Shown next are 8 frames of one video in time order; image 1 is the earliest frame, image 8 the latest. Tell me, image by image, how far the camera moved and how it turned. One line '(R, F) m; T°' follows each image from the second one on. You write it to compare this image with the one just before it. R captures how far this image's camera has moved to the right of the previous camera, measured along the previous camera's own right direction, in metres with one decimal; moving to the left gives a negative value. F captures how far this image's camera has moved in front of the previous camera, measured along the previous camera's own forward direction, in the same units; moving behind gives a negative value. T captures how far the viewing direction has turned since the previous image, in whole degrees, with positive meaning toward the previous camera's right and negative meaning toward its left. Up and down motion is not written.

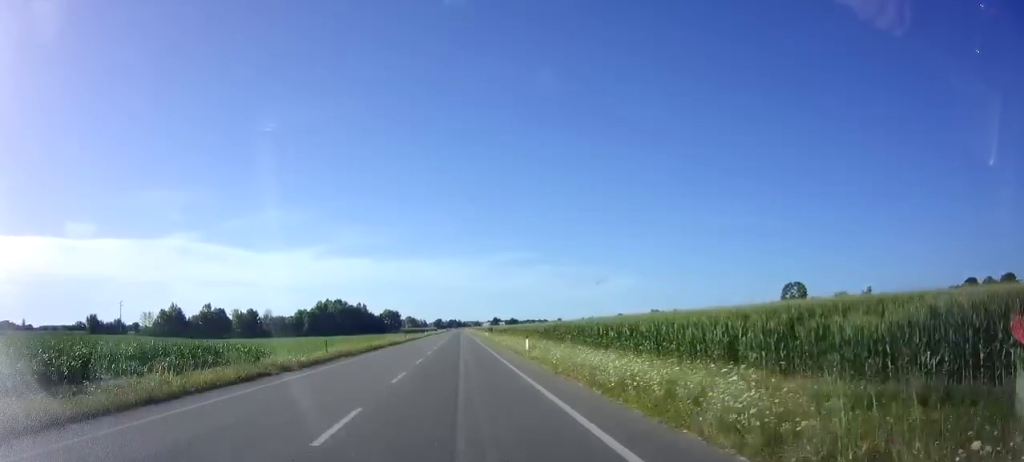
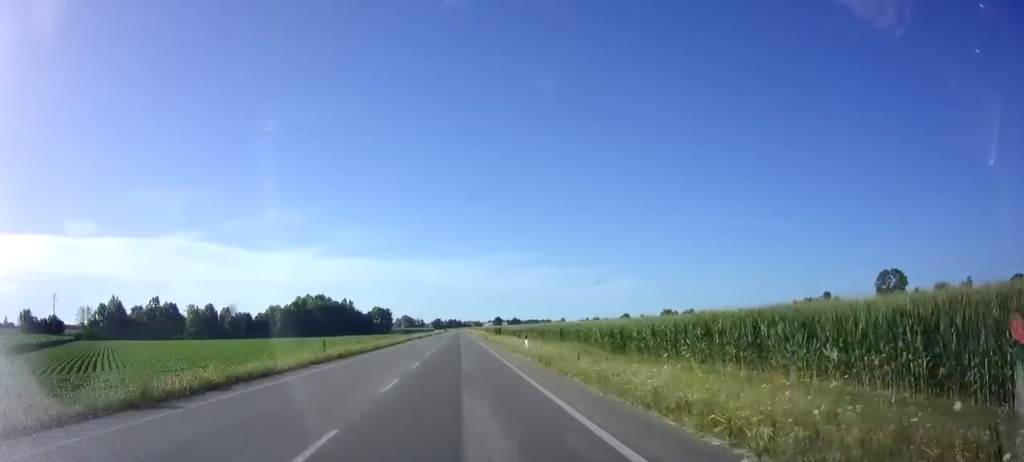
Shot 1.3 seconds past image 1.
(-0.1, +39.4) m; 0°
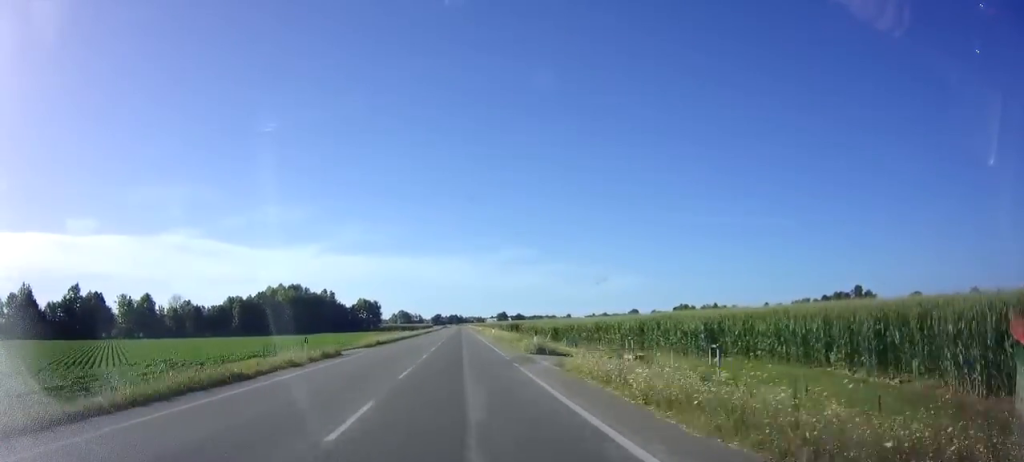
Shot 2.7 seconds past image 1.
(0.0, +41.9) m; 0°
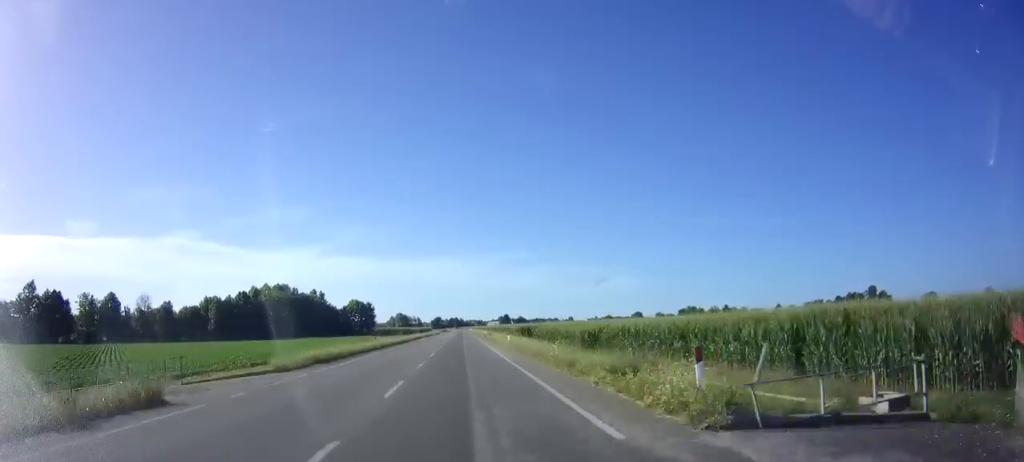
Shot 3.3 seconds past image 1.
(-0.1, +17.8) m; 0°
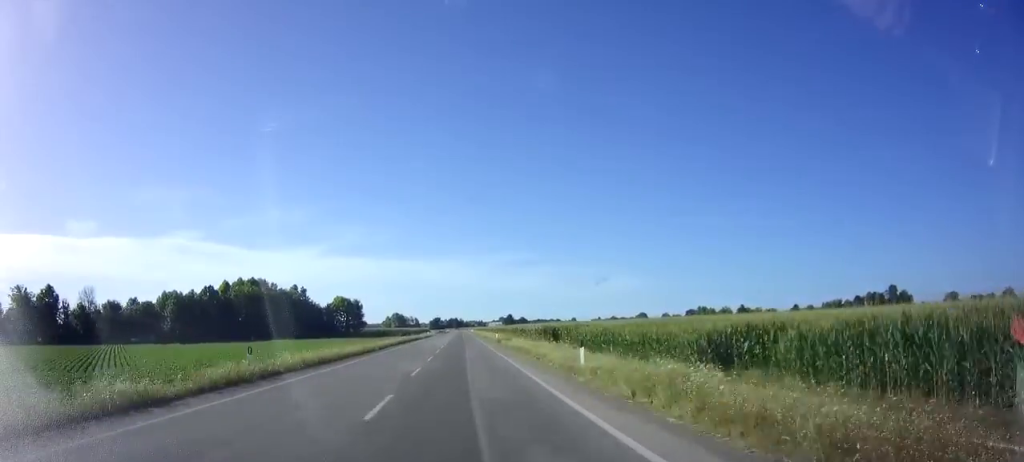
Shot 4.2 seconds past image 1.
(-0.1, +24.7) m; 0°
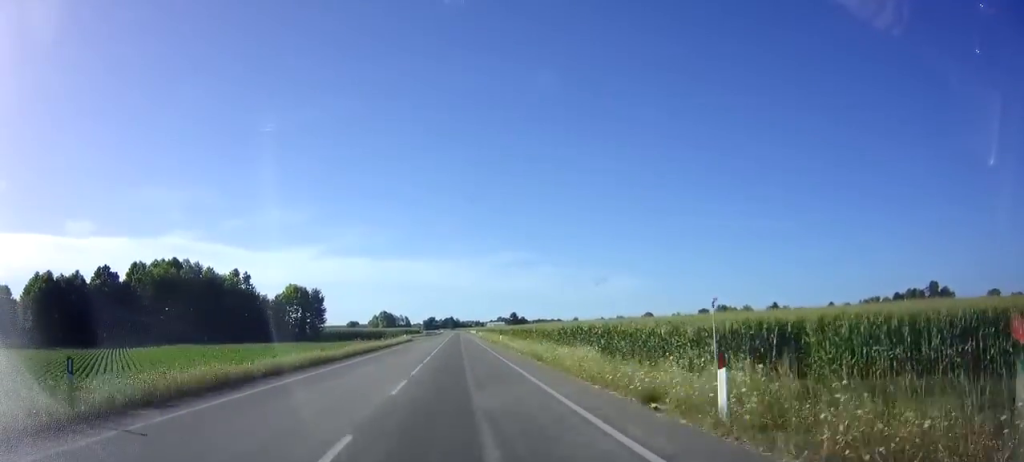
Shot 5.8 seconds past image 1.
(+0.4, +48.9) m; 0°
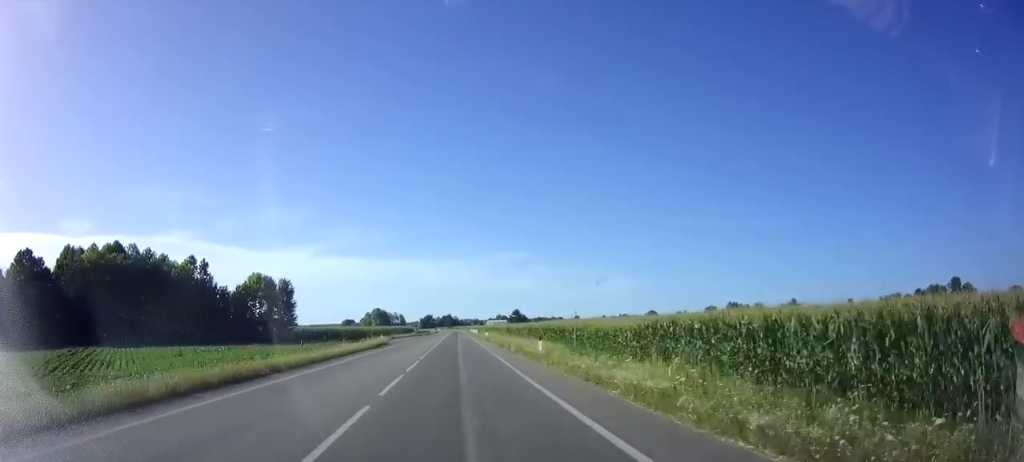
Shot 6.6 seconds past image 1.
(-0.1, +23.3) m; 0°
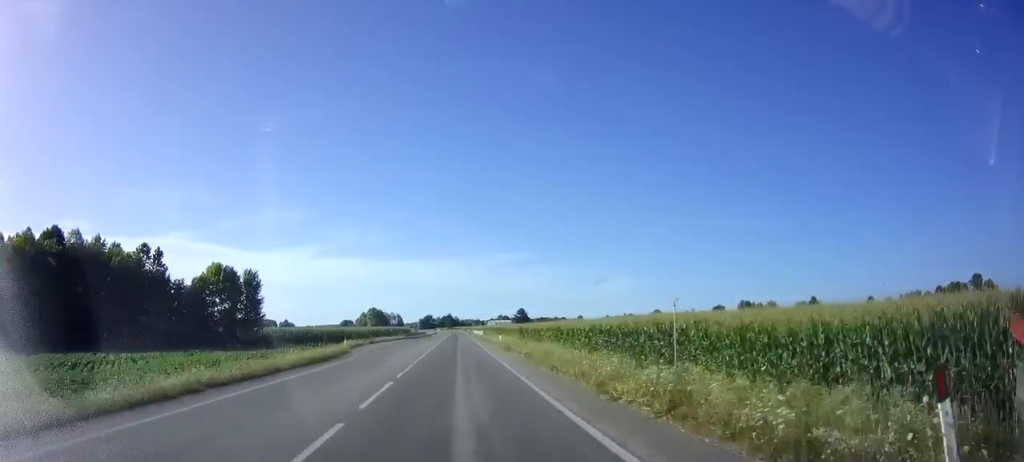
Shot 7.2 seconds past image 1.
(+0.1, +19.5) m; 0°
